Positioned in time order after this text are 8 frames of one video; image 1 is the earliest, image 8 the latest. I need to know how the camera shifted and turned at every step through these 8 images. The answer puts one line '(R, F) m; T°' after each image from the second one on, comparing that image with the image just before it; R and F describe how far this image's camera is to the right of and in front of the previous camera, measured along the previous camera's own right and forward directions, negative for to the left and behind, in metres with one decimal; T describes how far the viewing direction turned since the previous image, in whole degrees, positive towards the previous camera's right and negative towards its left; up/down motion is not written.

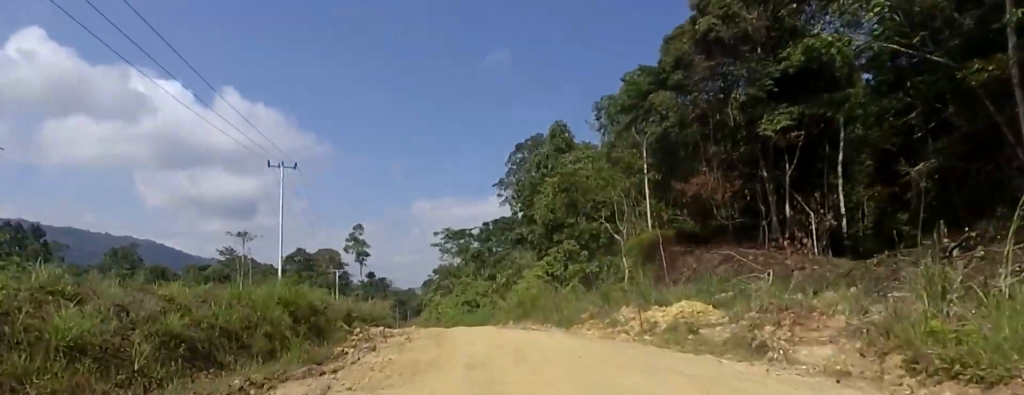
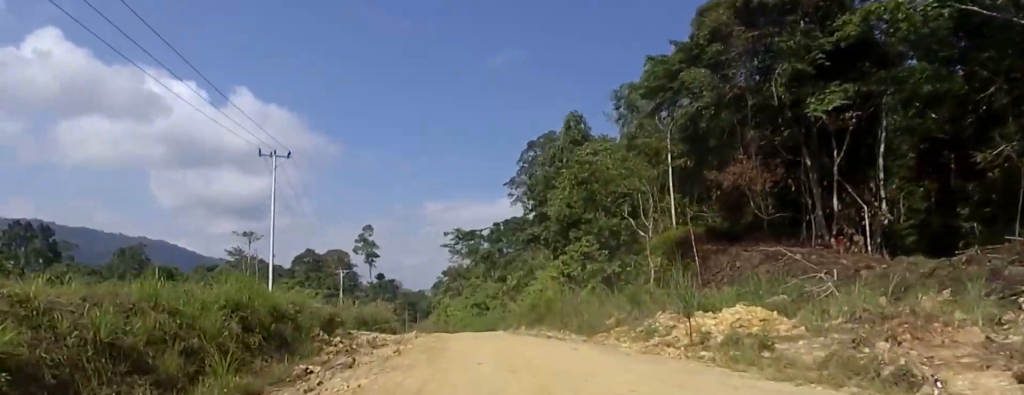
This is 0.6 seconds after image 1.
(0.0, +3.1) m; 0°
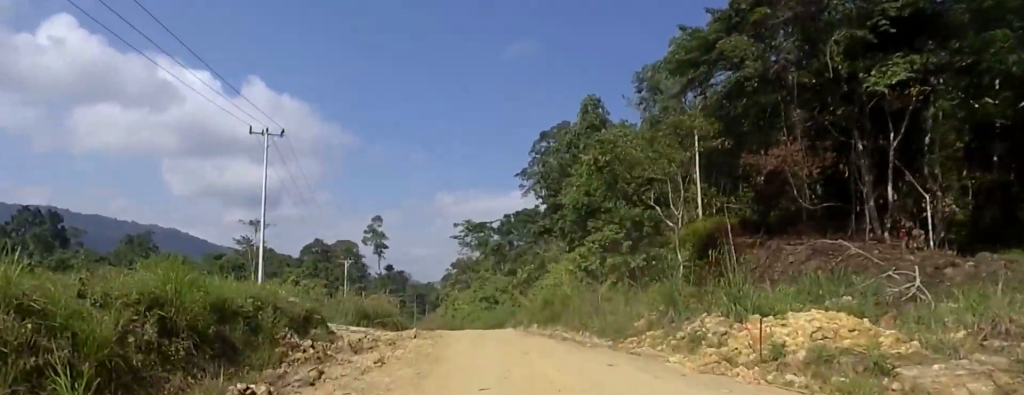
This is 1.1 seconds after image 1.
(0.0, +2.7) m; 0°
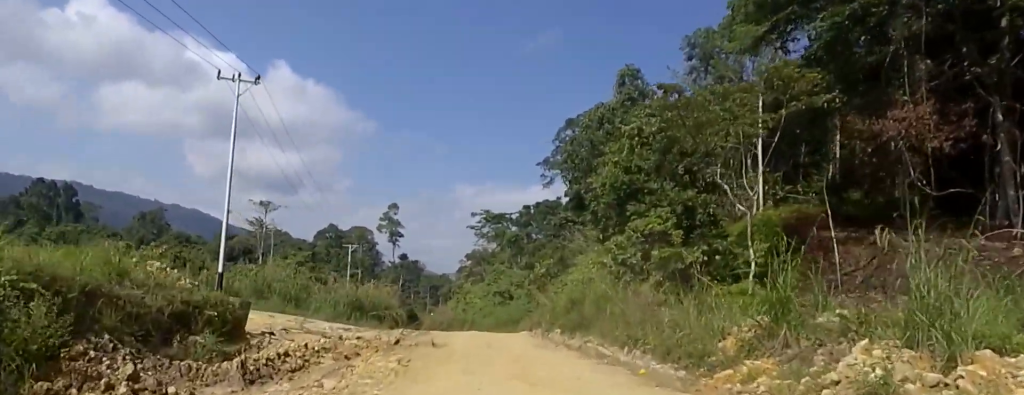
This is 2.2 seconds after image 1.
(0.0, +5.3) m; 0°
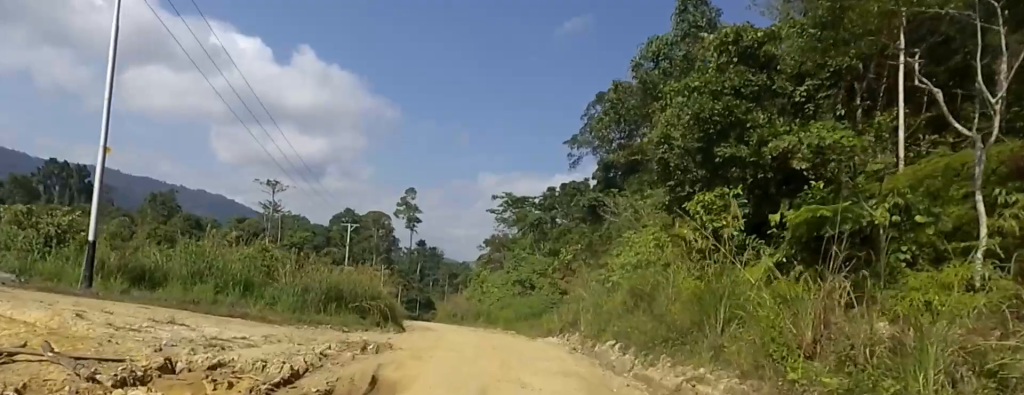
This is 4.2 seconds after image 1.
(-0.5, +7.0) m; -13°
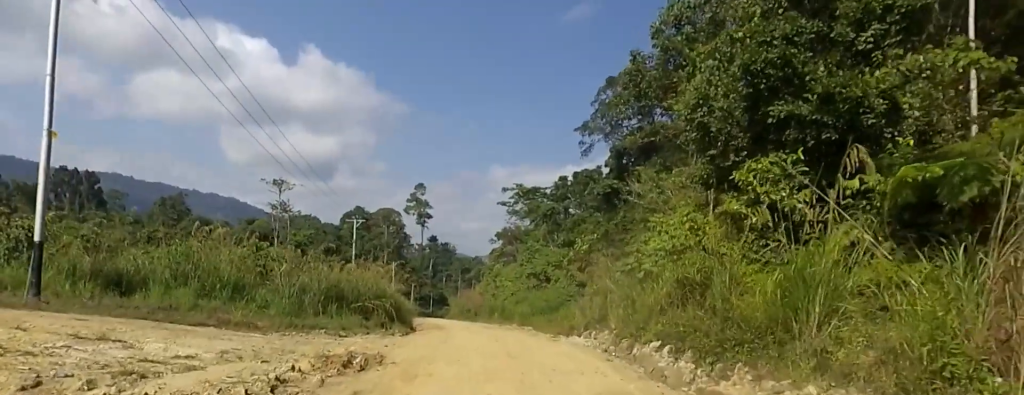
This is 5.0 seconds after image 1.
(-0.1, +2.0) m; -2°
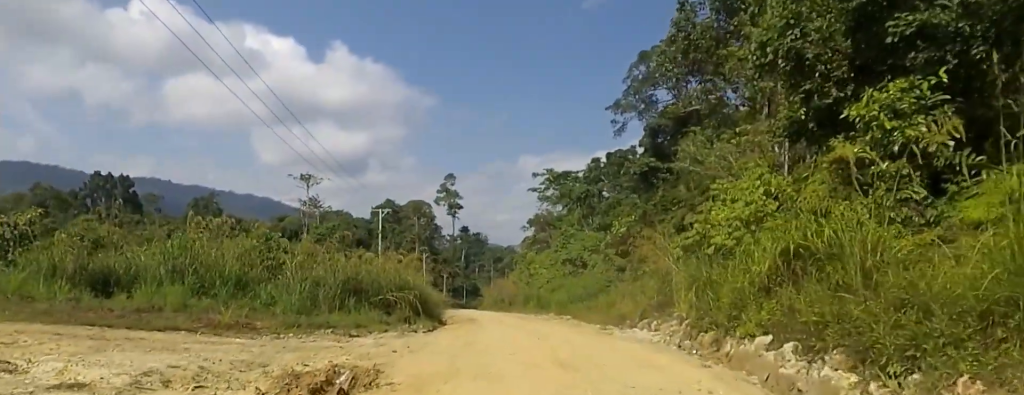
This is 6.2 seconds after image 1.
(0.0, +3.0) m; +2°
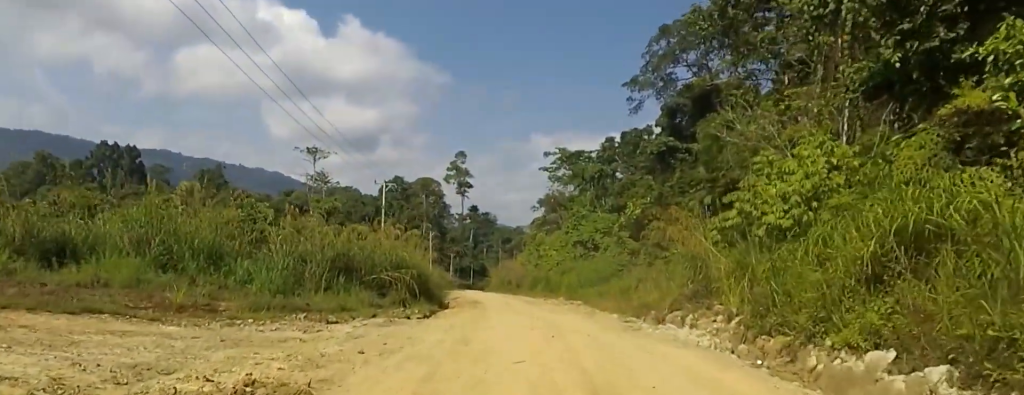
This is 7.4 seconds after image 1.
(+0.1, +3.1) m; +2°
